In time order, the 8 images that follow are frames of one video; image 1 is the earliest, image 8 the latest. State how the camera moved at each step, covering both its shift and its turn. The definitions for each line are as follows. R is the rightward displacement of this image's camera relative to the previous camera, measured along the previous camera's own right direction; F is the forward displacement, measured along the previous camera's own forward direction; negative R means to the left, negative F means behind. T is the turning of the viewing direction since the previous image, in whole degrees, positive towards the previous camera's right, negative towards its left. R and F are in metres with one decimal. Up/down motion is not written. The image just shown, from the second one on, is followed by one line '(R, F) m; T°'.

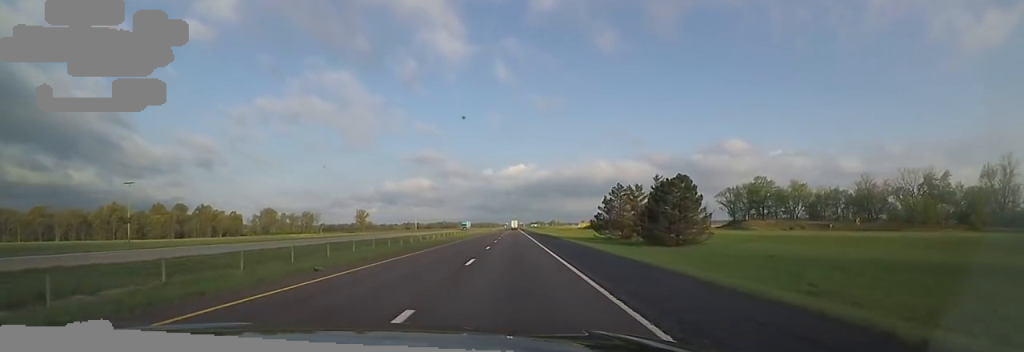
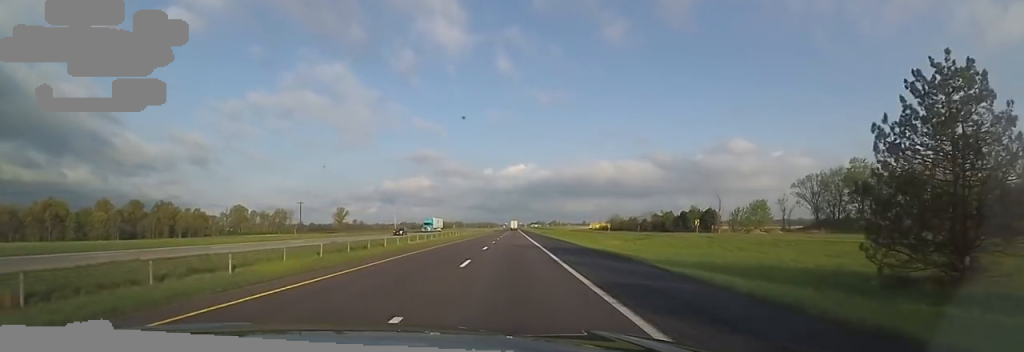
(-1.3, +50.6) m; -1°
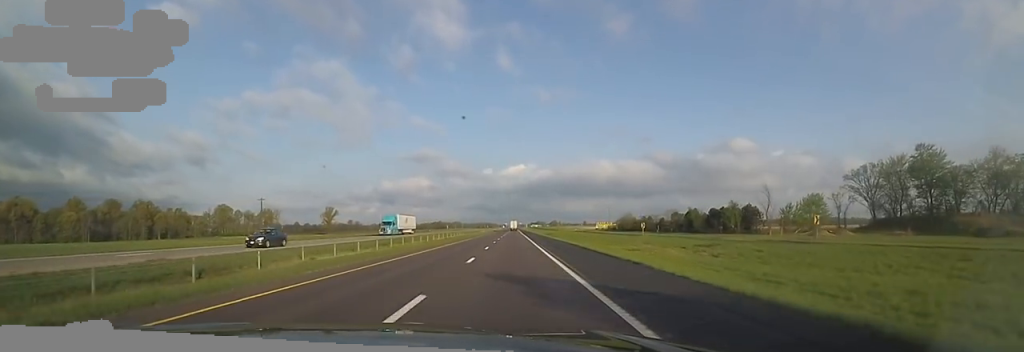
(-0.1, +22.2) m; 0°
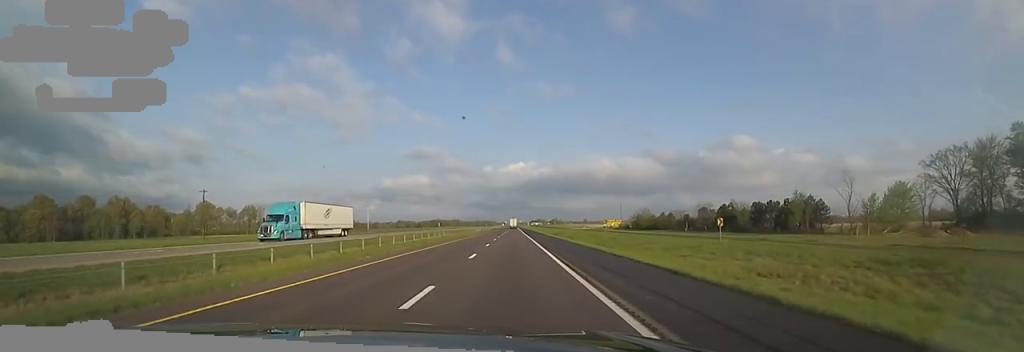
(+0.2, +23.4) m; +2°
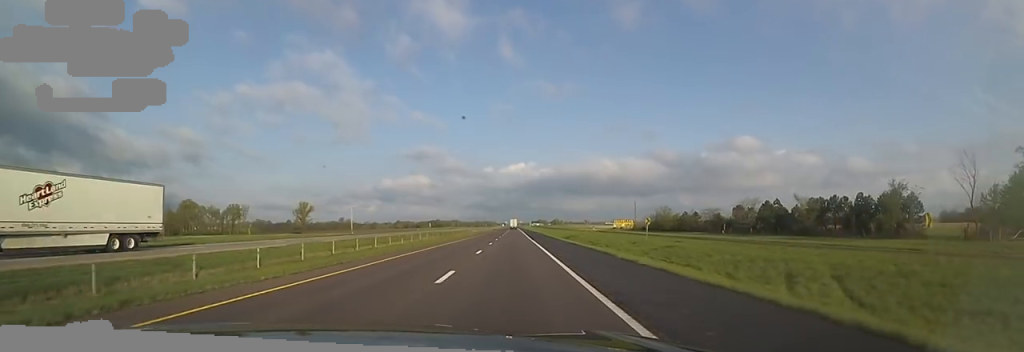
(+0.2, +21.0) m; +1°
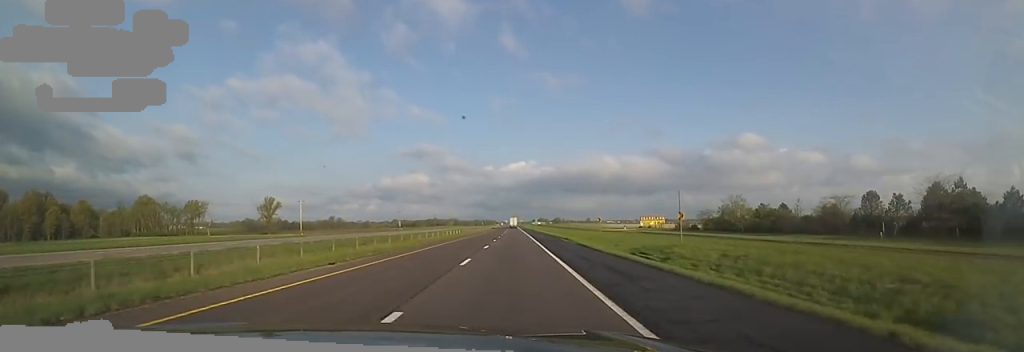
(+0.2, +44.1) m; -2°
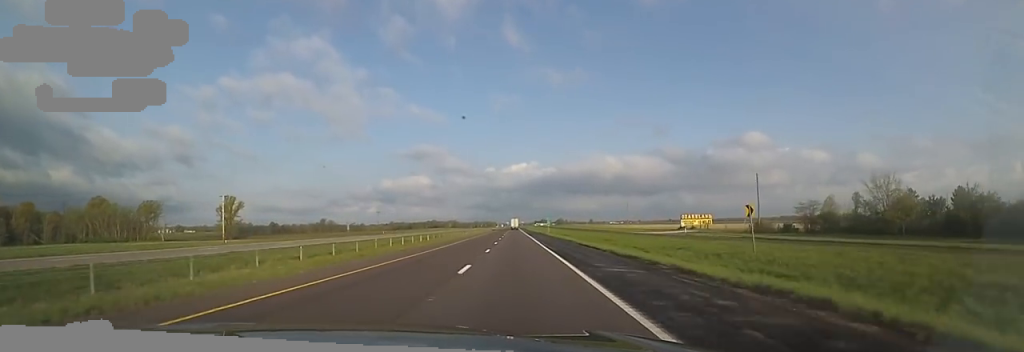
(-1.3, +39.0) m; -2°
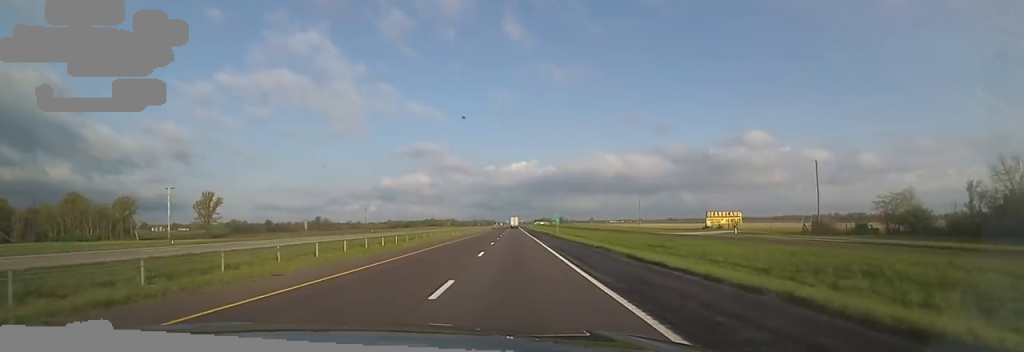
(-0.2, +17.1) m; 0°
